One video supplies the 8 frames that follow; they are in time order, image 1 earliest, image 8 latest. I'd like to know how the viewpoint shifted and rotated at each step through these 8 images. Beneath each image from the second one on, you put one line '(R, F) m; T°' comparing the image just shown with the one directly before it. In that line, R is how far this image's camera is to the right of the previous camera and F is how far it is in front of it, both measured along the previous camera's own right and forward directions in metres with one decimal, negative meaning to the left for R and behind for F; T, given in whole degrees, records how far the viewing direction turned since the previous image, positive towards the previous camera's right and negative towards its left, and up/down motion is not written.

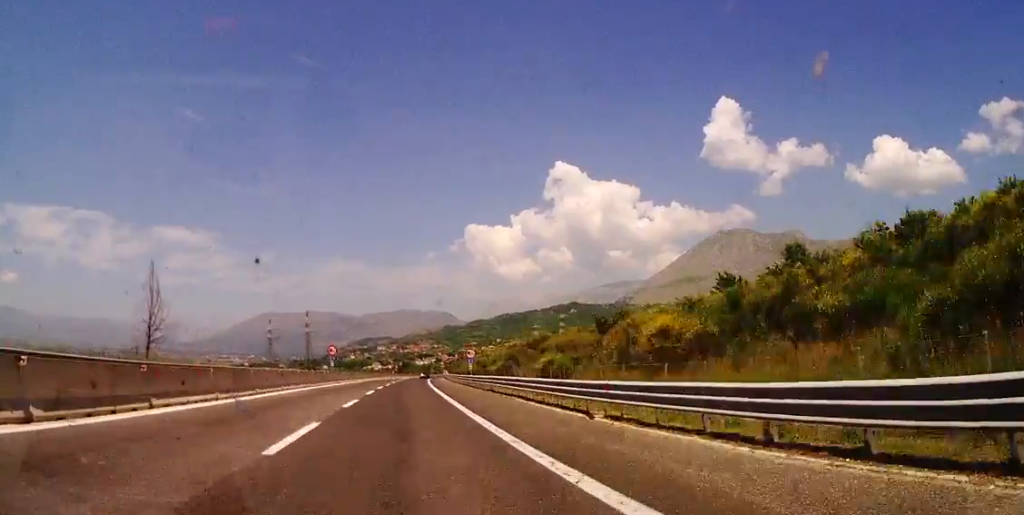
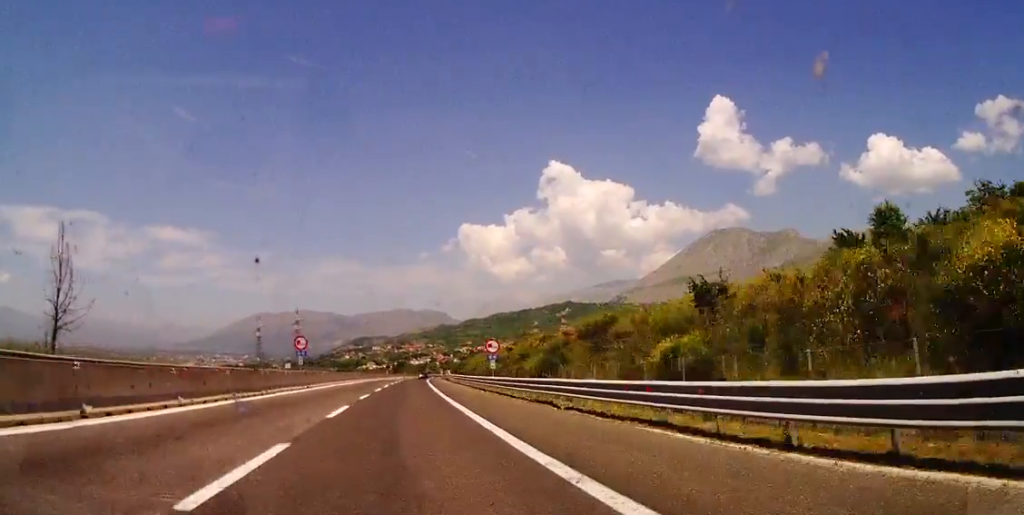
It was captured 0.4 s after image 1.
(+0.1, +16.2) m; +1°
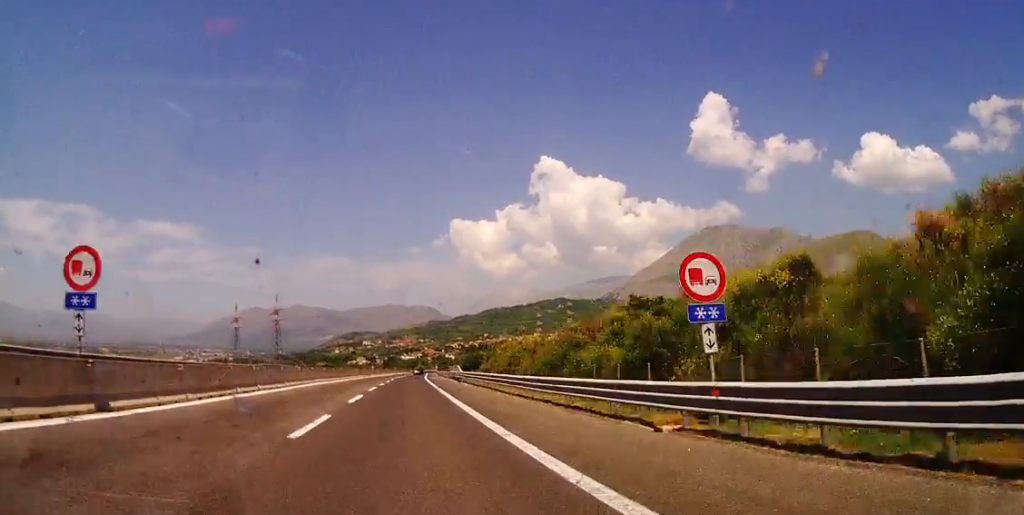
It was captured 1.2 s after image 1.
(+0.4, +30.0) m; +1°
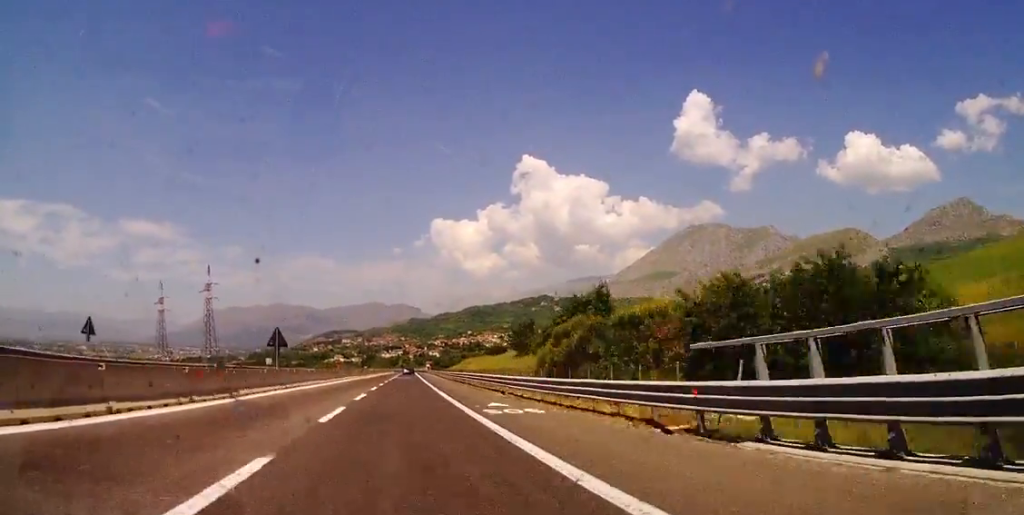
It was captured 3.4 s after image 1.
(+2.4, +80.1) m; +2°
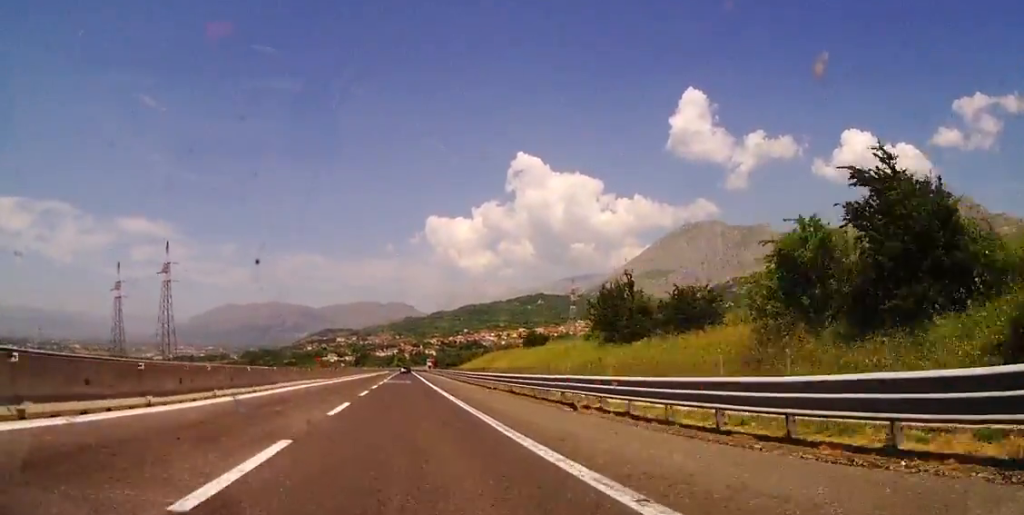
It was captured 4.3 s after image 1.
(0.0, +35.0) m; 0°
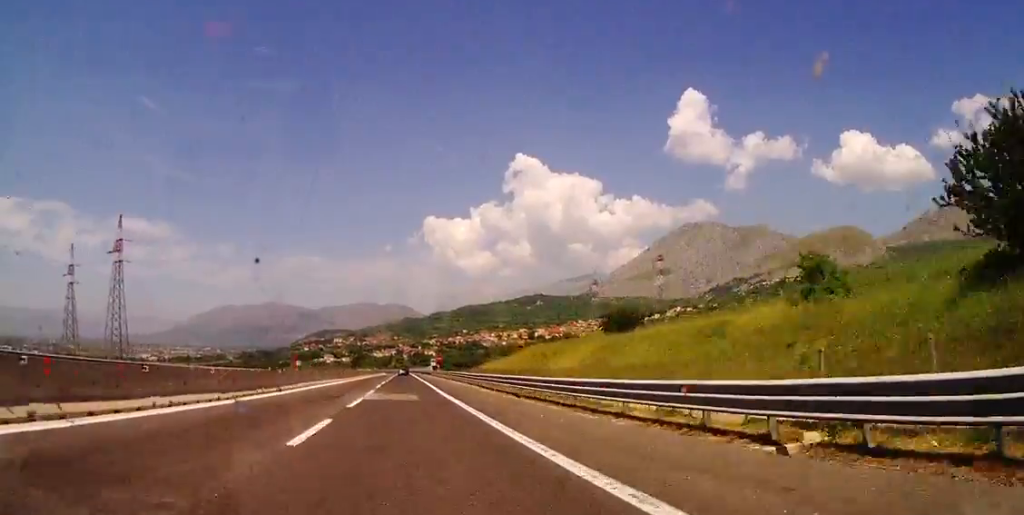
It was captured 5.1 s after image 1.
(+0.1, +31.0) m; +1°
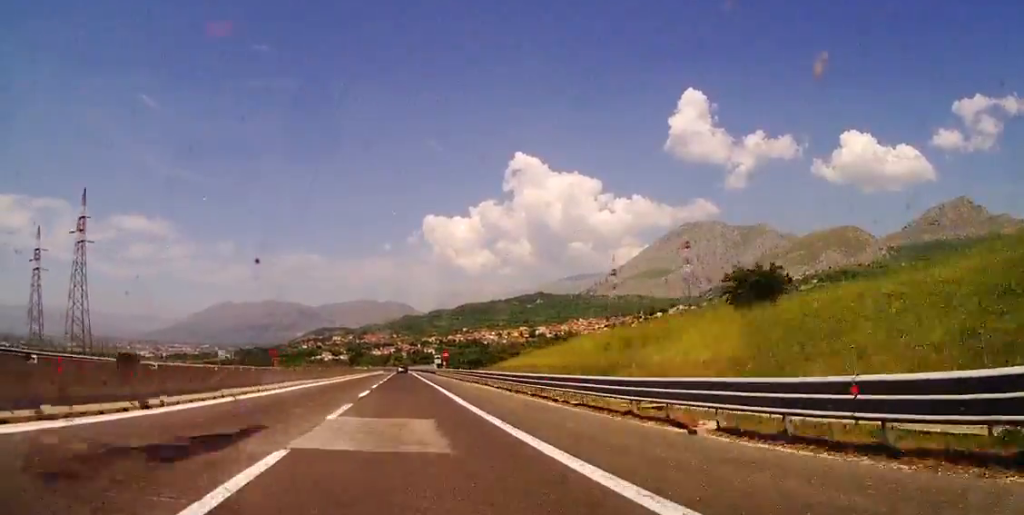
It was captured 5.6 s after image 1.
(+0.2, +18.5) m; 0°
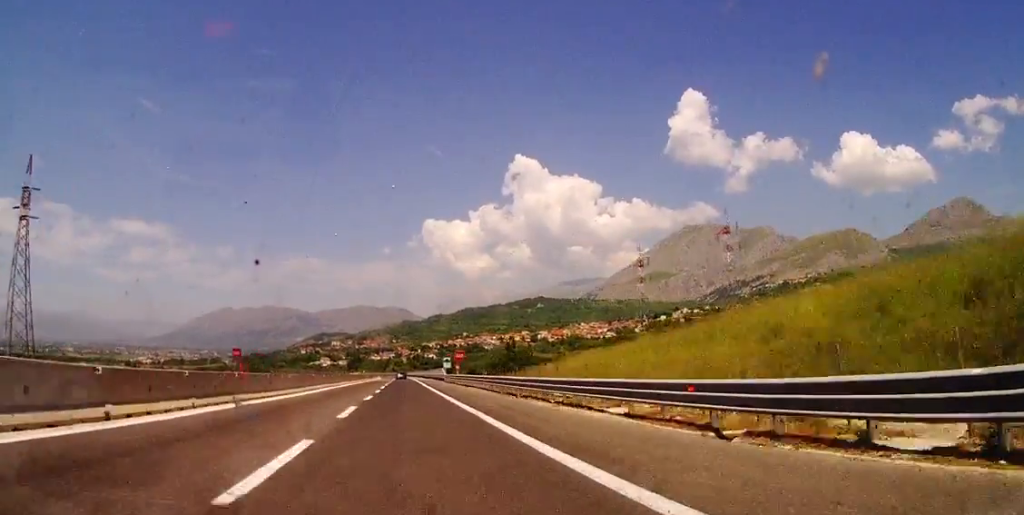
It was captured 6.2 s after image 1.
(+0.4, +22.1) m; 0°
